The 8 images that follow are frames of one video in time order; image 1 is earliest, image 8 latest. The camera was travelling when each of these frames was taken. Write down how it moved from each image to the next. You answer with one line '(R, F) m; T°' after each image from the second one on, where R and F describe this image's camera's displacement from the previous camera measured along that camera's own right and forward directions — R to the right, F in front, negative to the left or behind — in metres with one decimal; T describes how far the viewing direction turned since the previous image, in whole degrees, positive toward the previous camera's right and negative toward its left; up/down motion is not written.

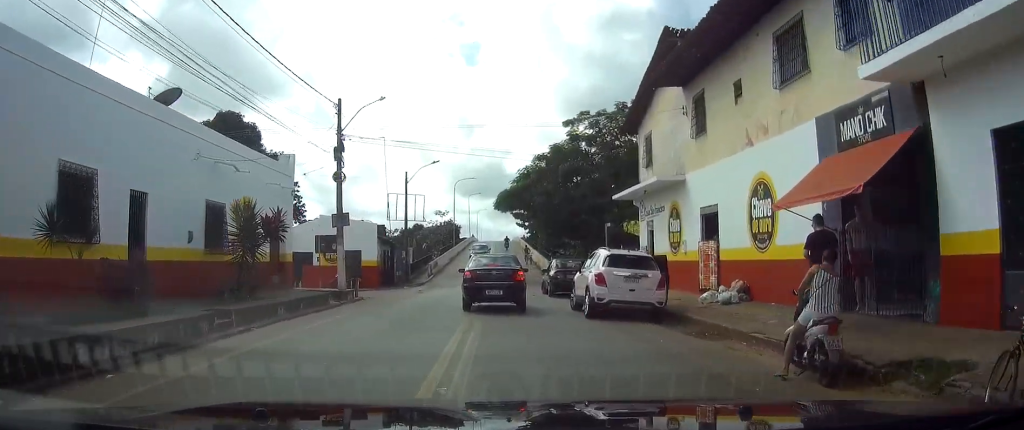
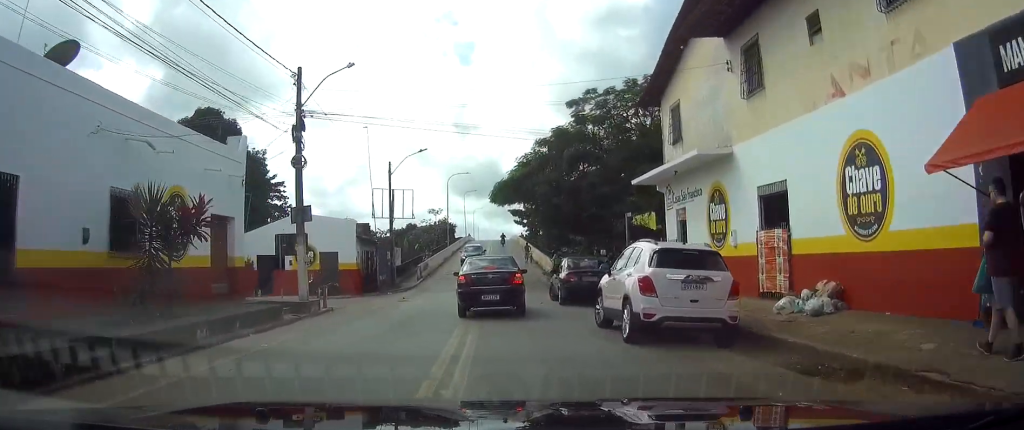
(0.0, +5.0) m; 0°
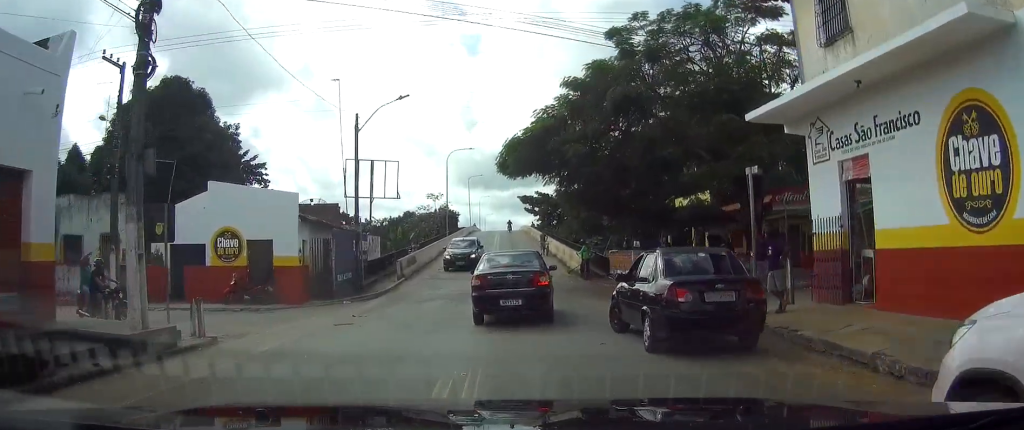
(+0.1, +11.9) m; +1°
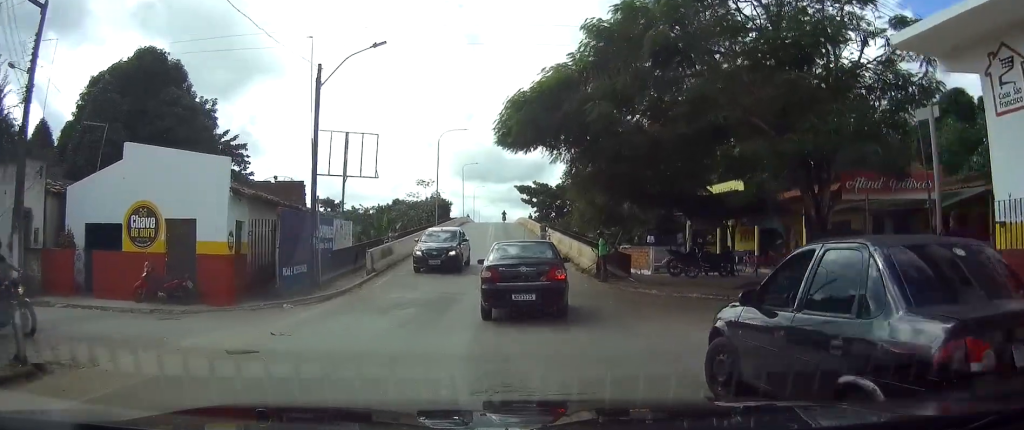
(0.0, +6.3) m; 0°
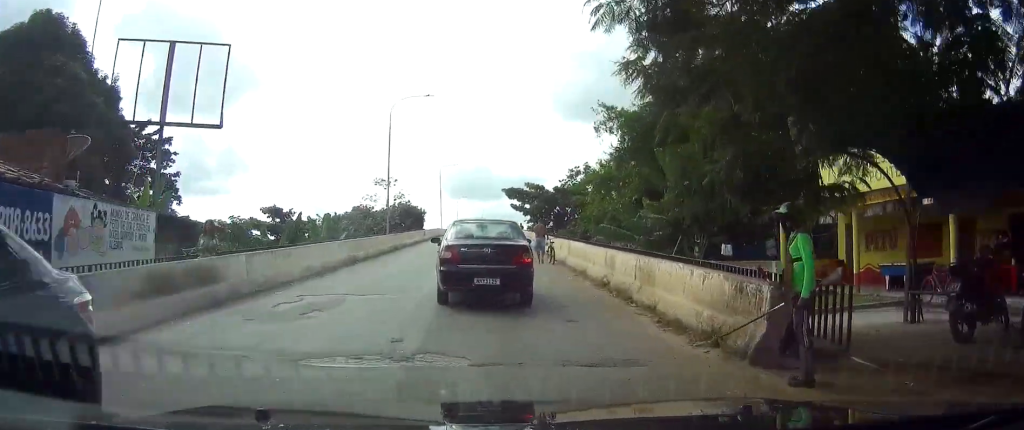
(-0.1, +18.1) m; -1°
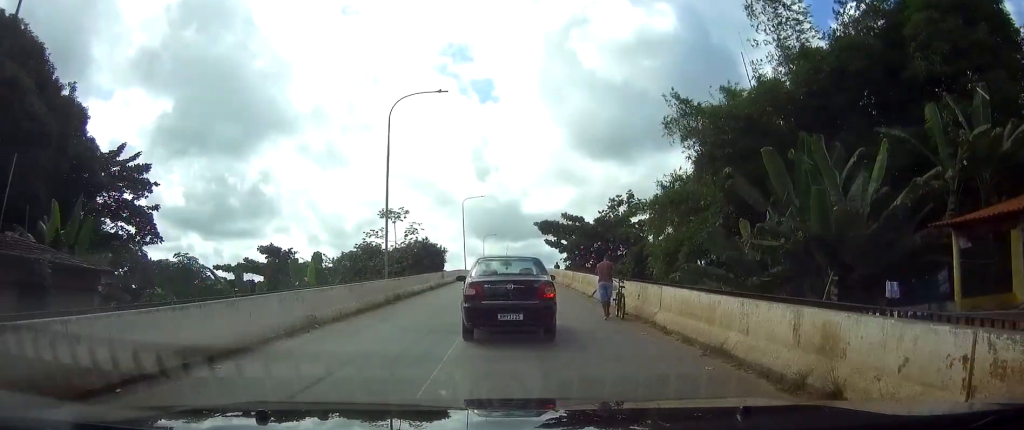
(-0.2, +9.9) m; -2°
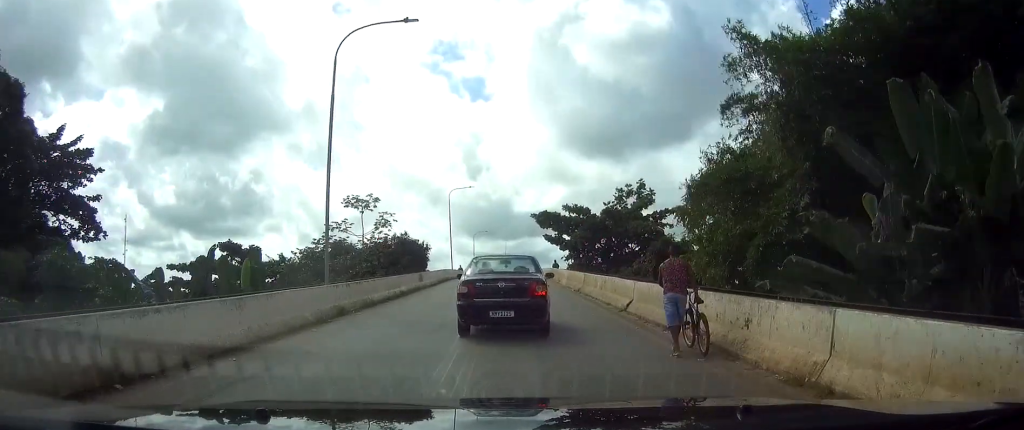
(-0.1, +8.4) m; 0°
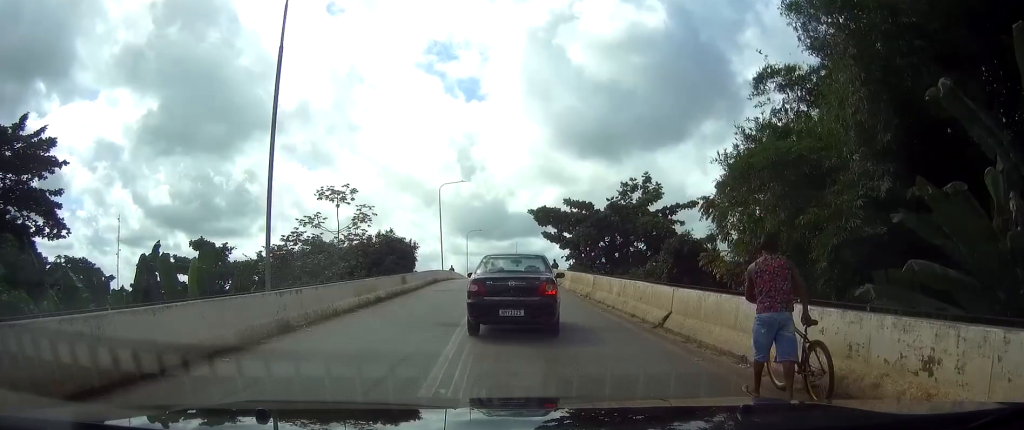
(-0.1, +4.3) m; +1°
